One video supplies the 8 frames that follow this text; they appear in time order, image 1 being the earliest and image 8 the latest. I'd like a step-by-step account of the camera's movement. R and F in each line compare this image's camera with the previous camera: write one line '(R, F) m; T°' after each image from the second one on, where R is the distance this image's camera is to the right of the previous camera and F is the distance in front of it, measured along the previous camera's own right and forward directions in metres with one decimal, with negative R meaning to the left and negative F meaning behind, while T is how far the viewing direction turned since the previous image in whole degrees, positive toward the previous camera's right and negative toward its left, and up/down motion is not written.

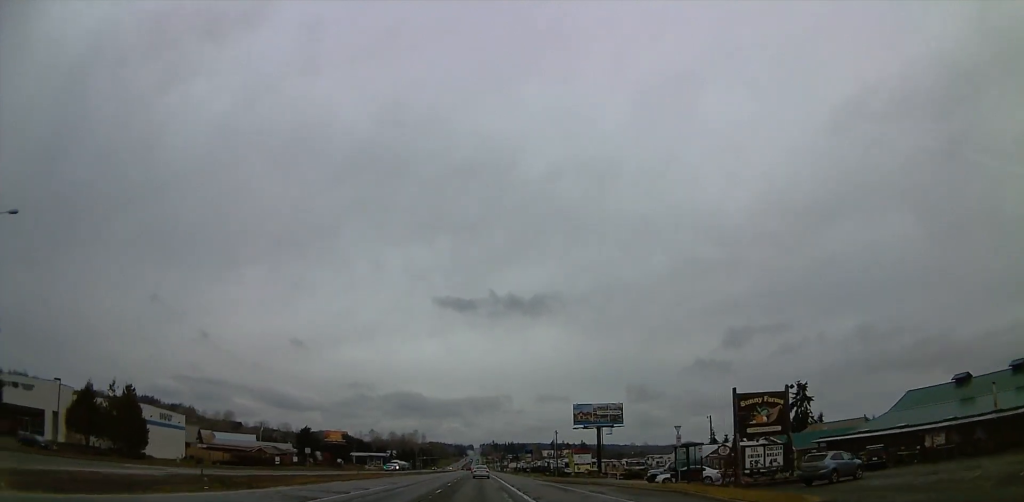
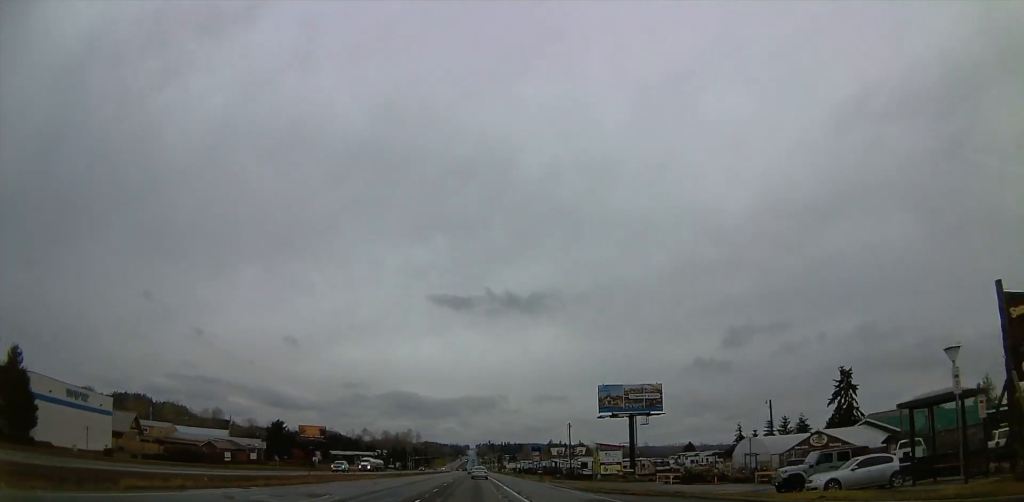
(0.0, +22.9) m; 0°
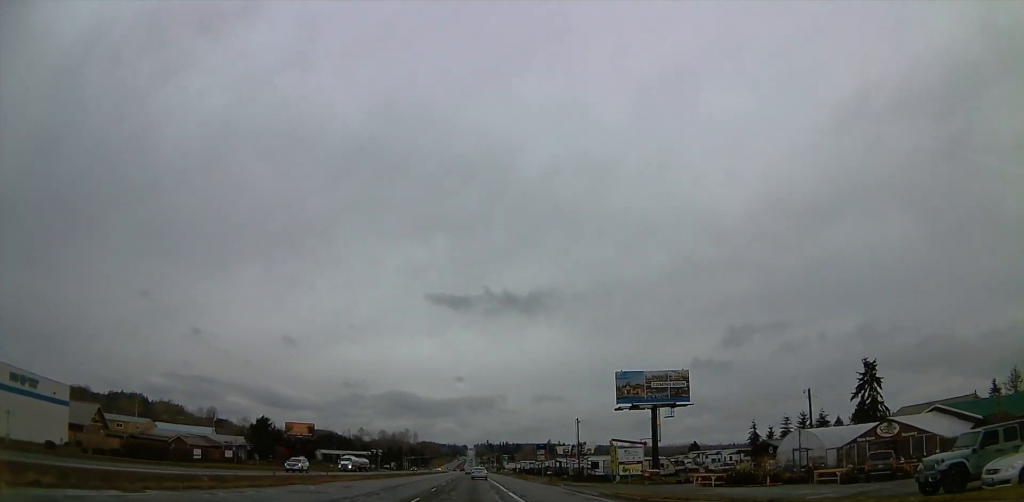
(0.0, +10.5) m; 0°
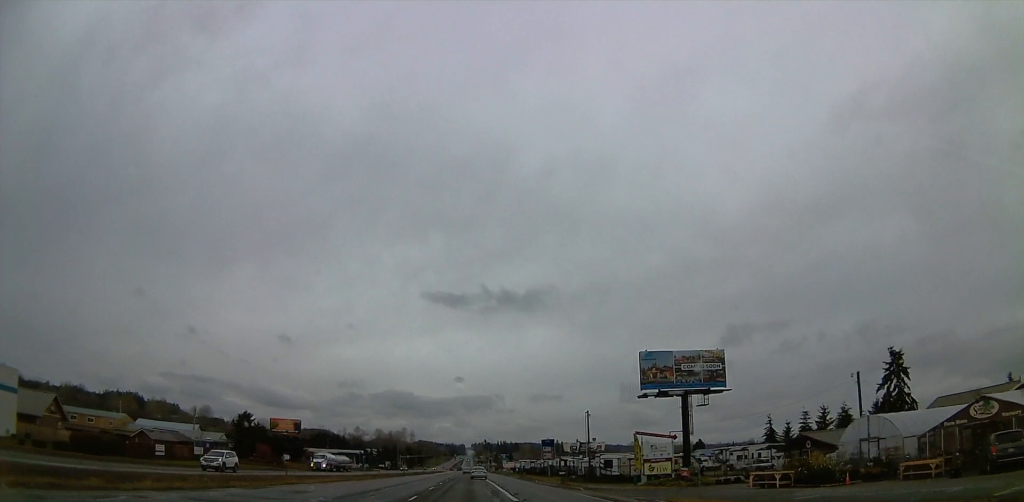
(0.0, +10.5) m; 0°
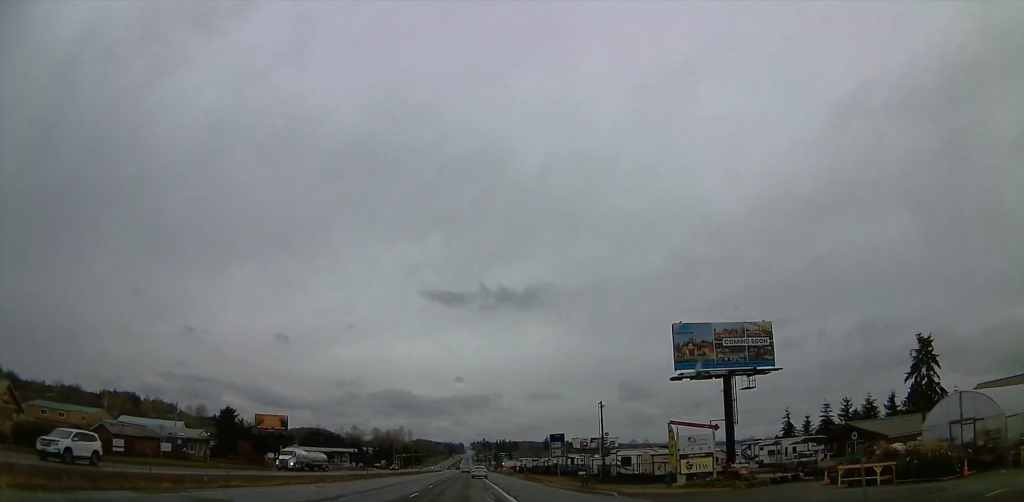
(0.0, +9.8) m; 0°
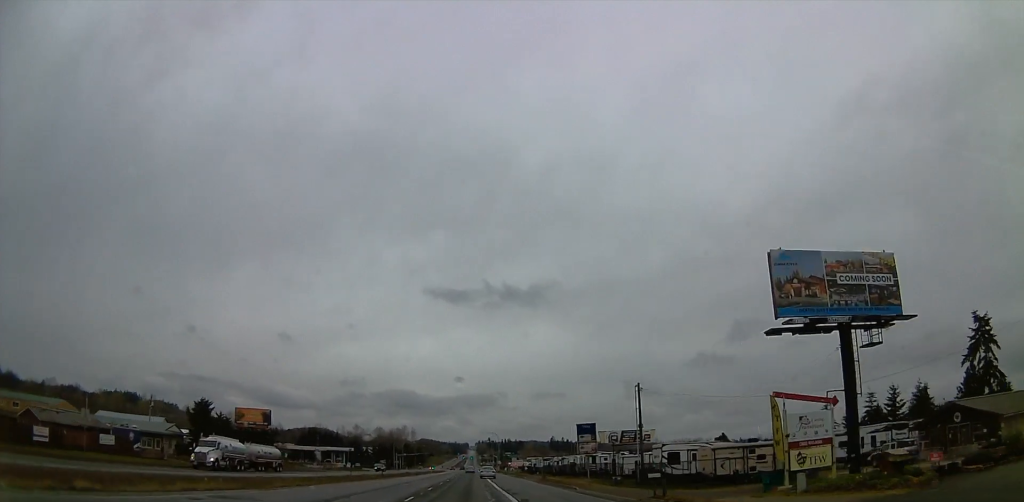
(0.0, +15.1) m; 0°
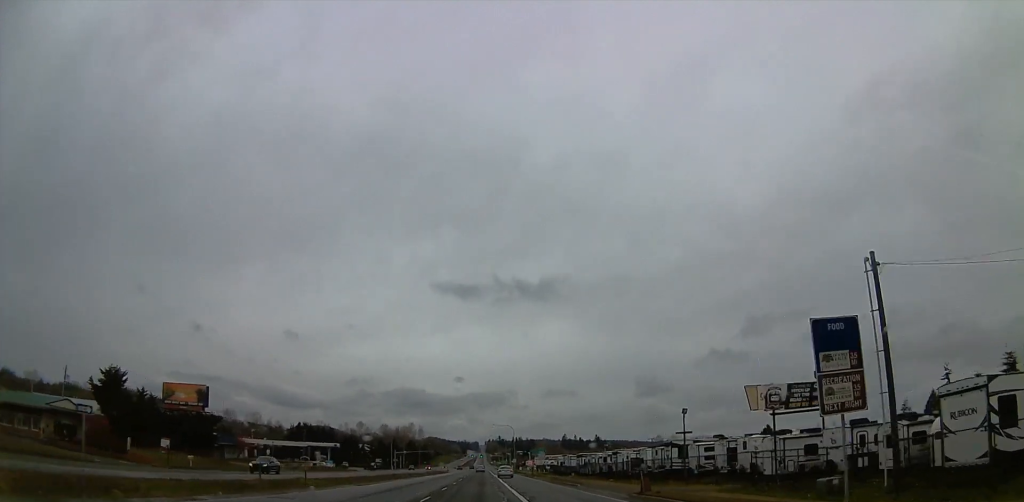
(0.0, +35.4) m; 0°
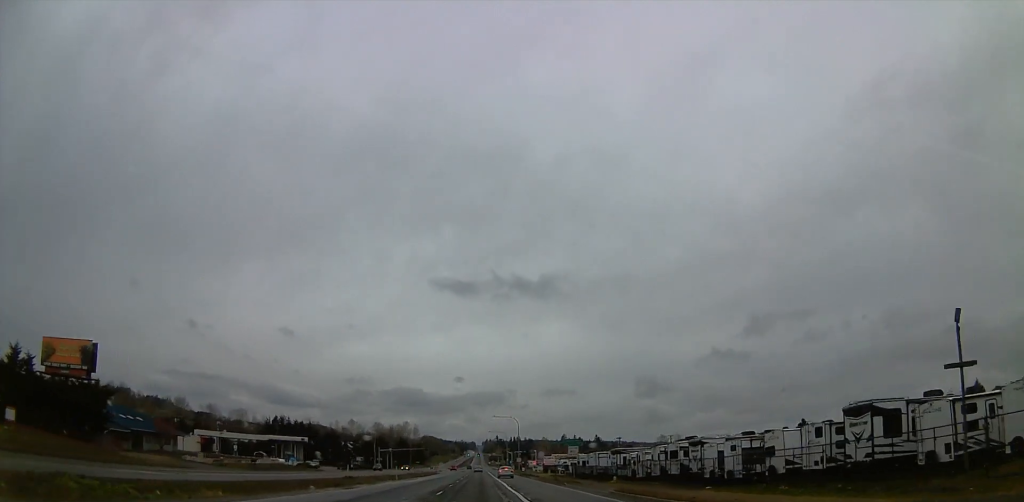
(-0.1, +30.1) m; 0°
